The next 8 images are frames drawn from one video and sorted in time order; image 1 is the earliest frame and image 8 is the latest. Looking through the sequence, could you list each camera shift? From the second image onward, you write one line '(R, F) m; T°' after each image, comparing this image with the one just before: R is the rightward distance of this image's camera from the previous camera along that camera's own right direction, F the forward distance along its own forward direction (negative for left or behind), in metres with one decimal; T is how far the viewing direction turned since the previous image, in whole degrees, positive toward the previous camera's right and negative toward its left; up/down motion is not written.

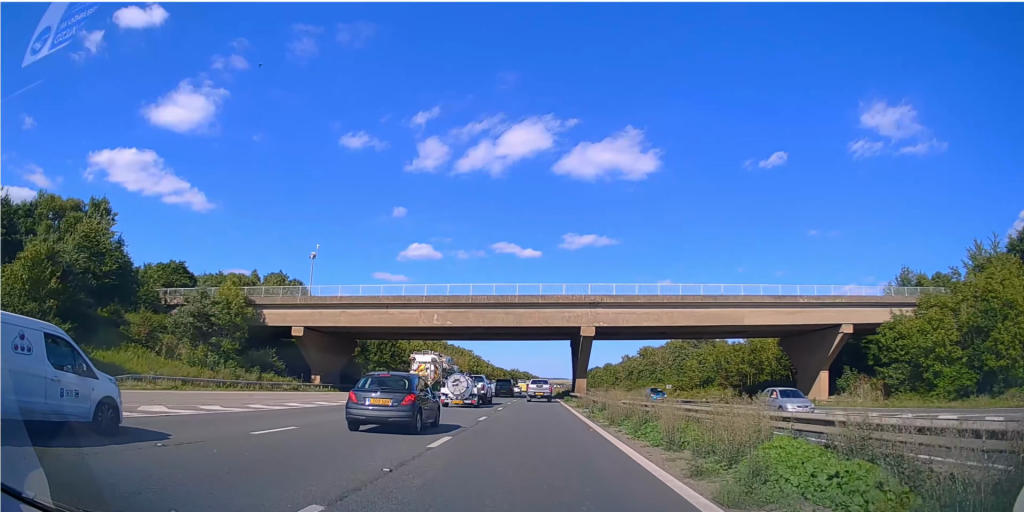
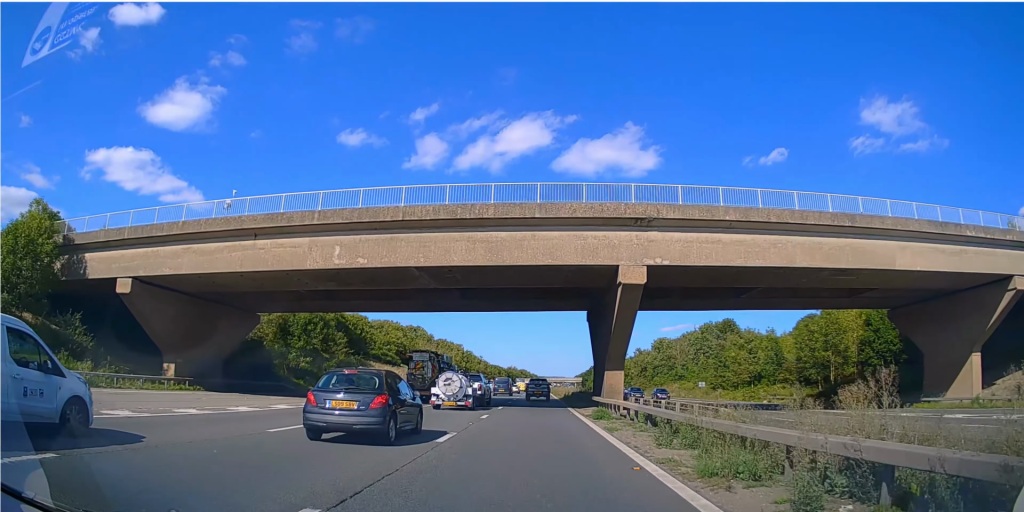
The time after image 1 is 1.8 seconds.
(-0.1, +24.7) m; 0°
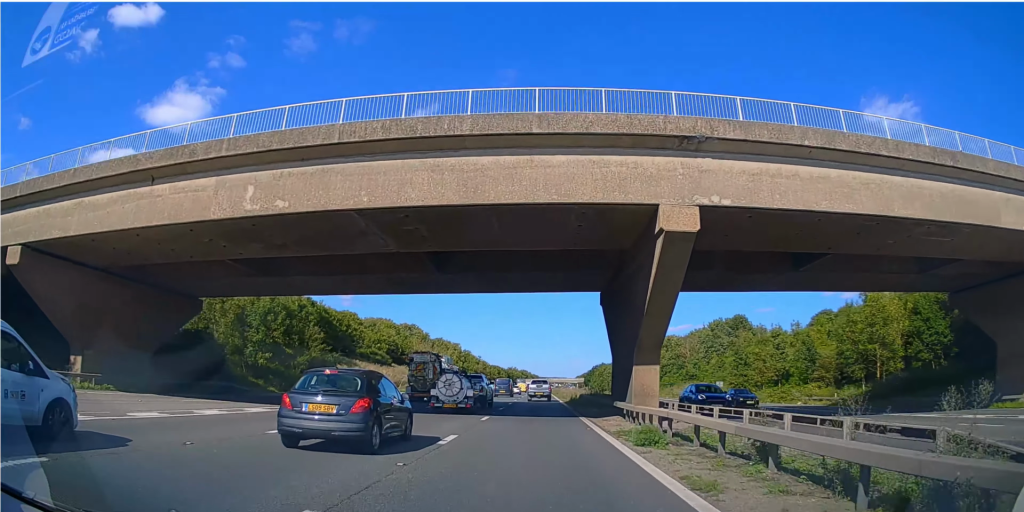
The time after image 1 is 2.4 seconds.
(0.0, +8.3) m; +1°
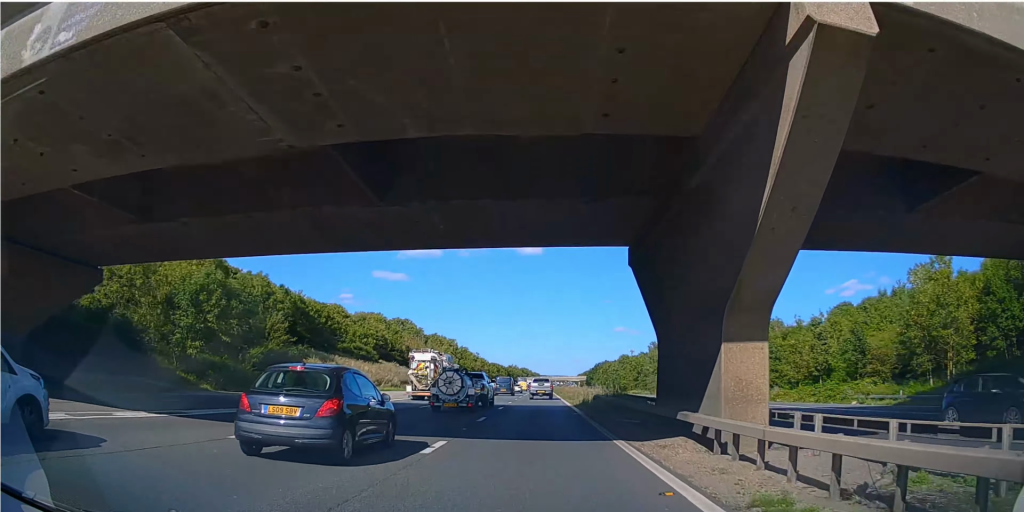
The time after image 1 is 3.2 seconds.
(+0.1, +10.2) m; +1°
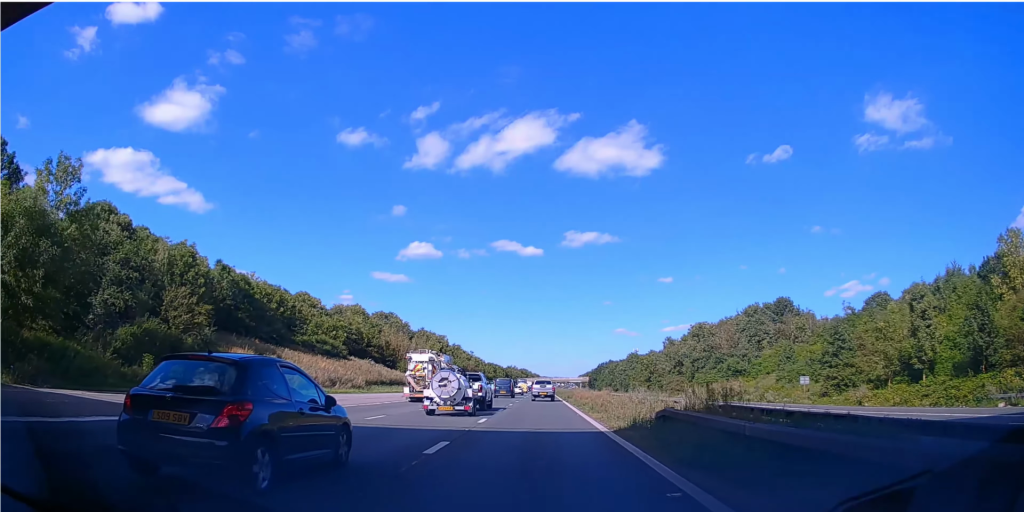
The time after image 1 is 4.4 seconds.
(+0.1, +17.3) m; 0°
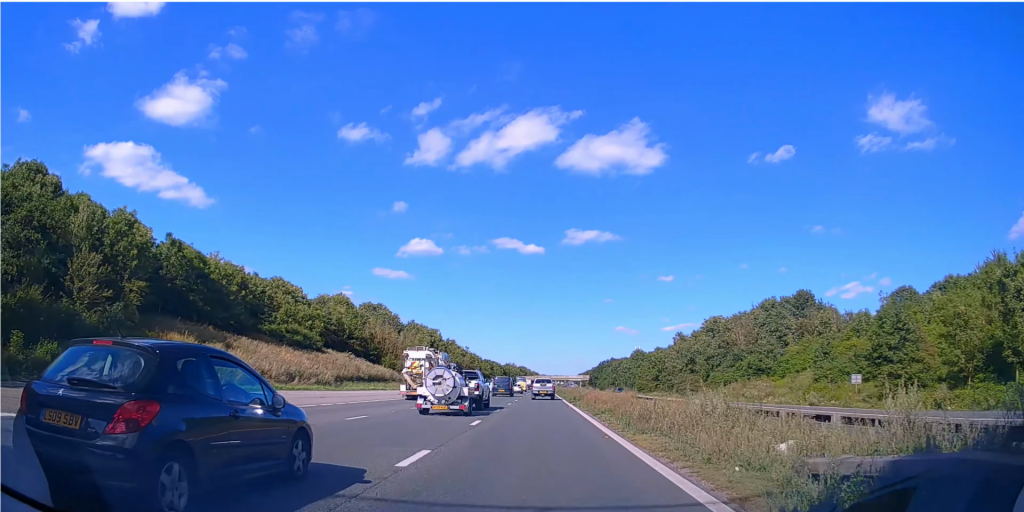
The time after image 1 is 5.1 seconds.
(0.0, +10.6) m; 0°
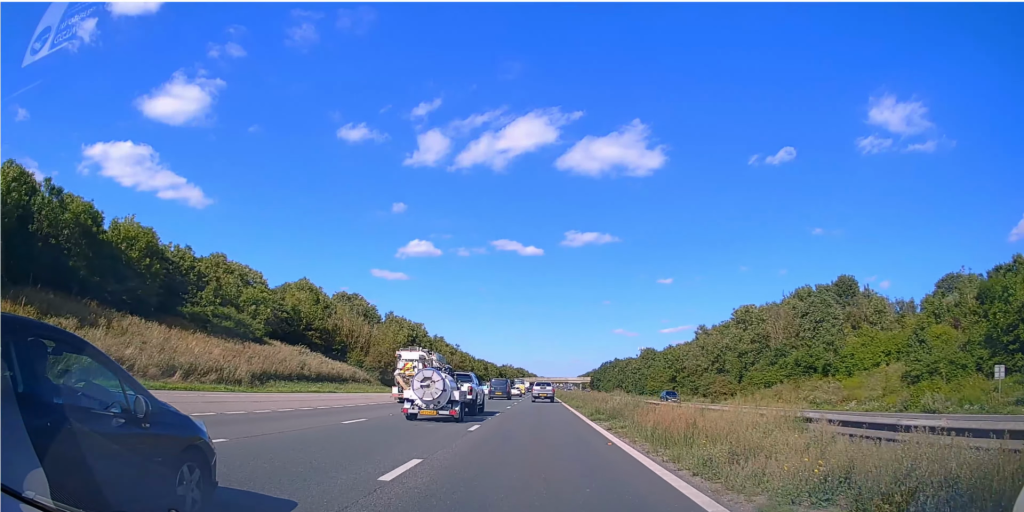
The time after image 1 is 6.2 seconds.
(-0.1, +18.3) m; 0°
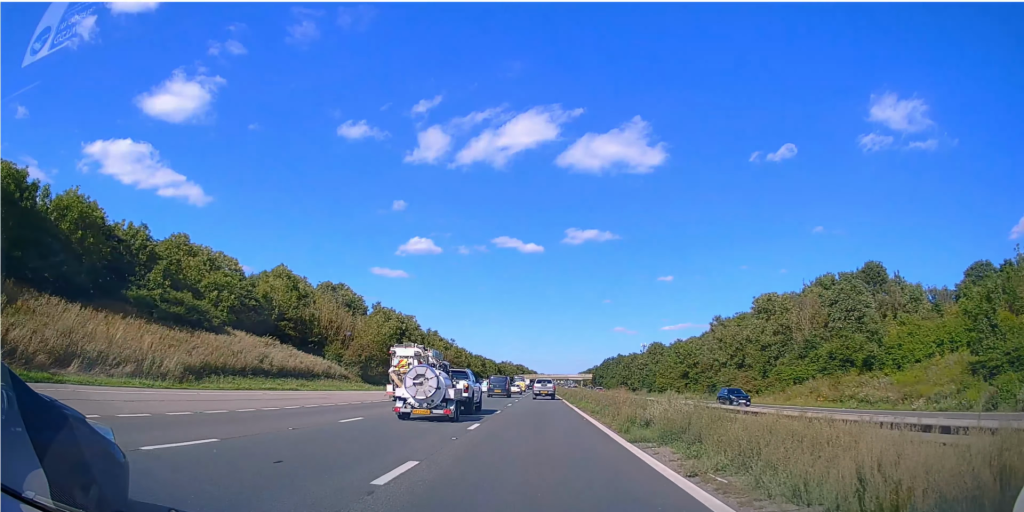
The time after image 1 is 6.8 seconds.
(-0.1, +9.6) m; 0°
